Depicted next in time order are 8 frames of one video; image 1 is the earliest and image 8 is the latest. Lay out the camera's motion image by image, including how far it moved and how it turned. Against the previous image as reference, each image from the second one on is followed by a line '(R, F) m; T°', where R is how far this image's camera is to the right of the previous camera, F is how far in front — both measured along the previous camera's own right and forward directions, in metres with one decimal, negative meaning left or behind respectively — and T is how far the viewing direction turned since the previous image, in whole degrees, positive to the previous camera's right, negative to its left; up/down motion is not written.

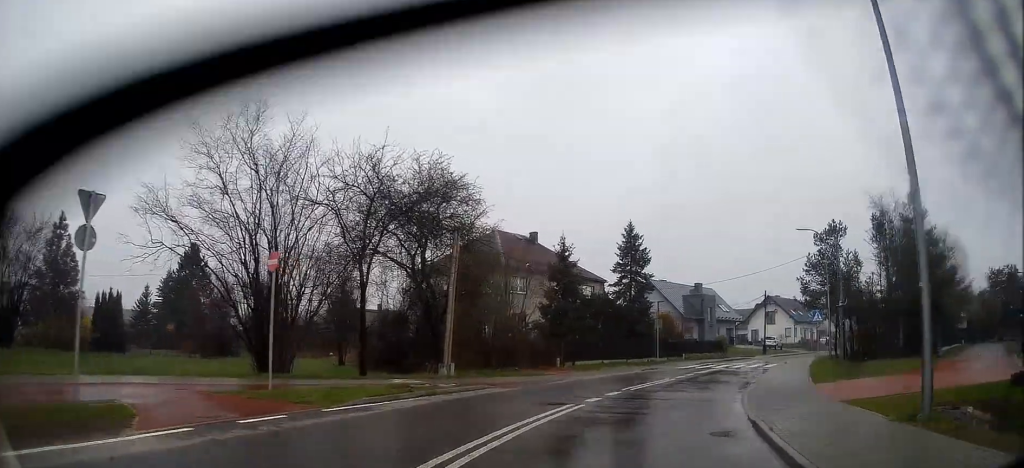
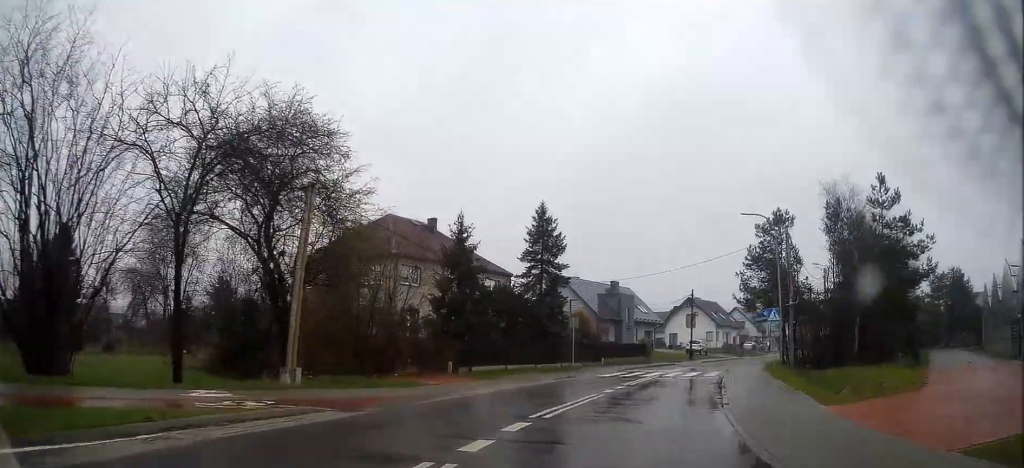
(+0.5, +6.8) m; +8°
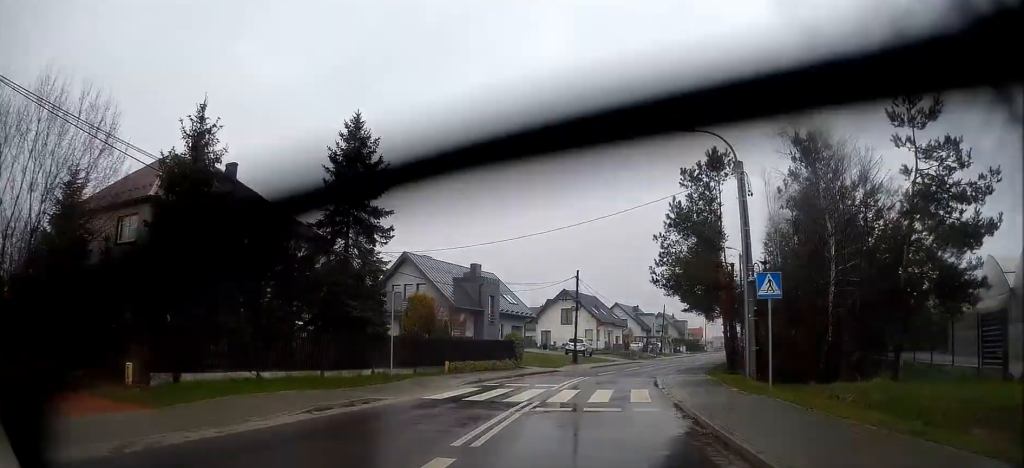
(+1.6, +14.1) m; +12°
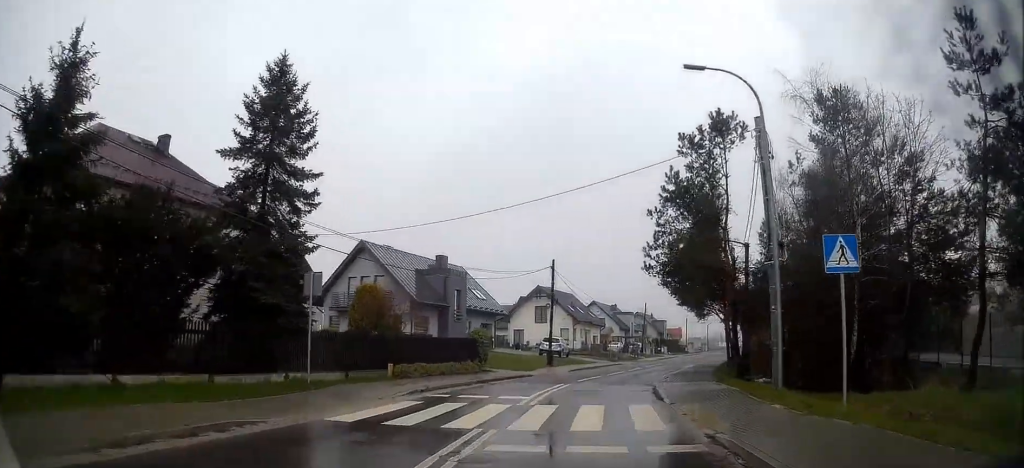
(+0.3, +5.1) m; +2°
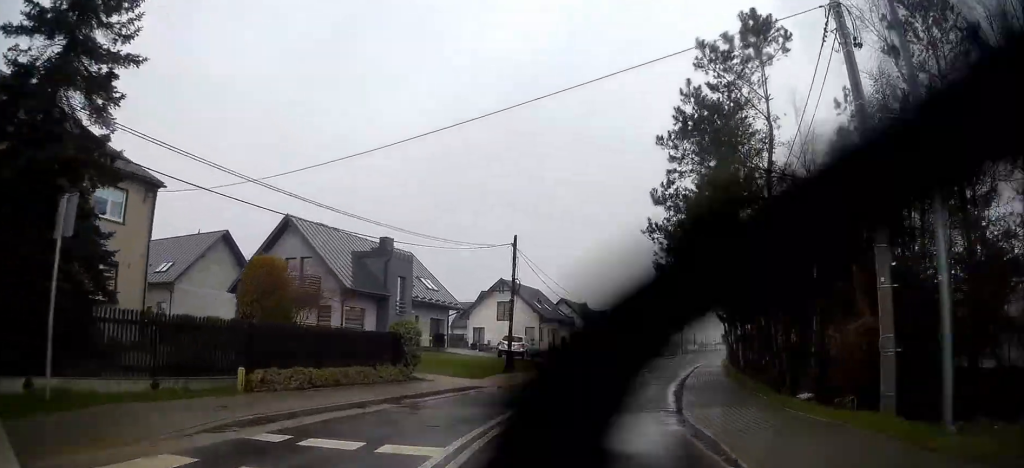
(+0.1, +8.0) m; +3°
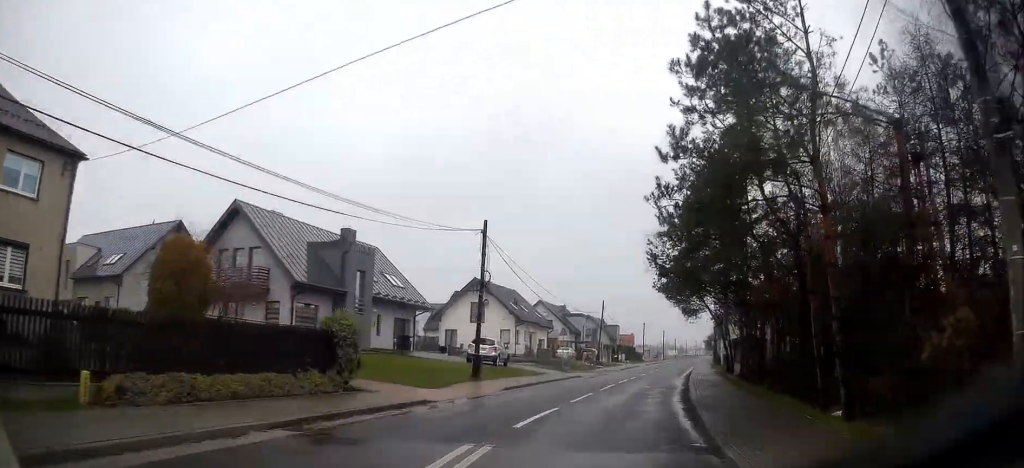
(-0.1, +4.1) m; +2°
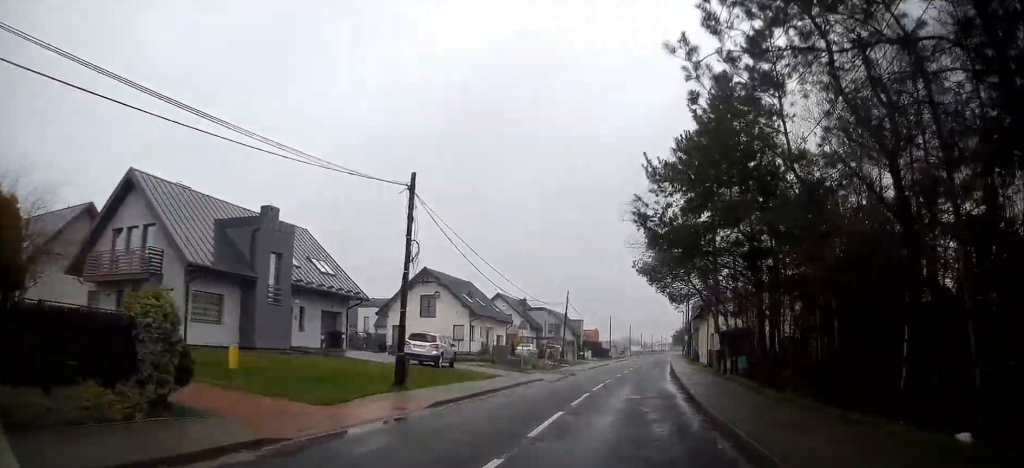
(+0.4, +6.5) m; +3°
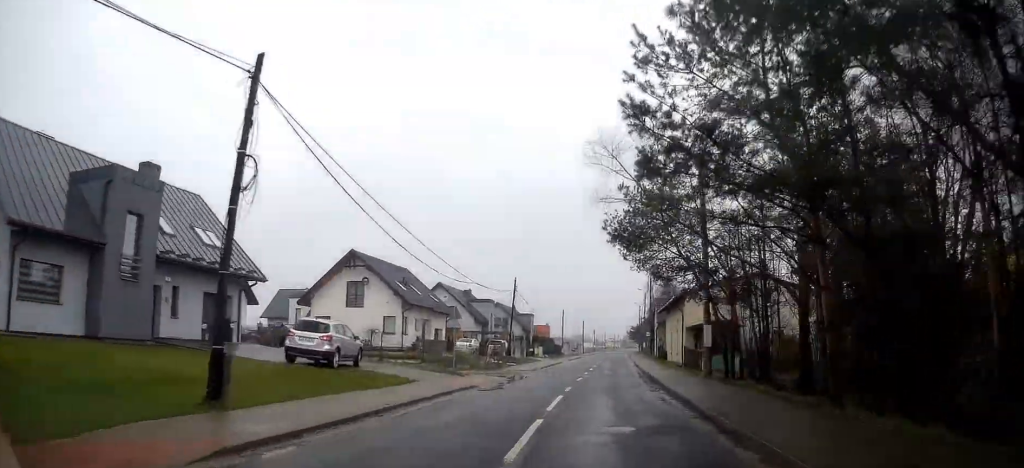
(+0.2, +7.7) m; +3°
